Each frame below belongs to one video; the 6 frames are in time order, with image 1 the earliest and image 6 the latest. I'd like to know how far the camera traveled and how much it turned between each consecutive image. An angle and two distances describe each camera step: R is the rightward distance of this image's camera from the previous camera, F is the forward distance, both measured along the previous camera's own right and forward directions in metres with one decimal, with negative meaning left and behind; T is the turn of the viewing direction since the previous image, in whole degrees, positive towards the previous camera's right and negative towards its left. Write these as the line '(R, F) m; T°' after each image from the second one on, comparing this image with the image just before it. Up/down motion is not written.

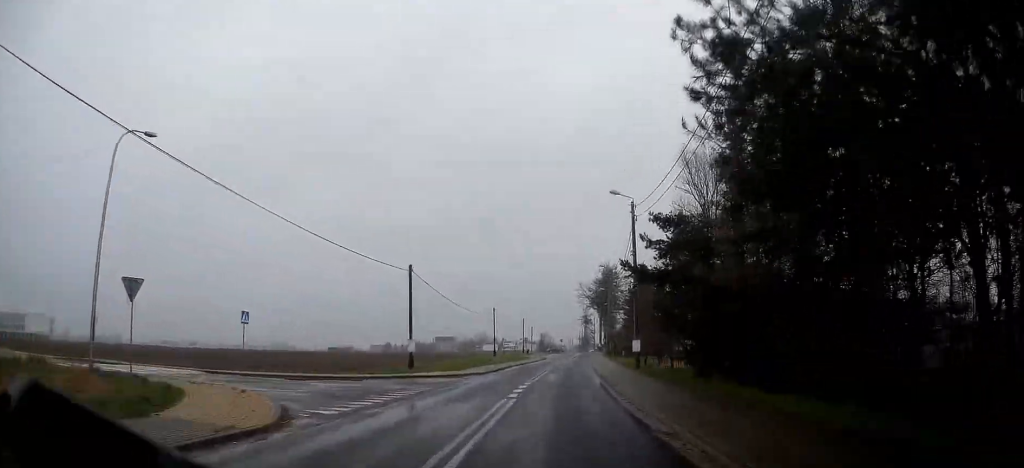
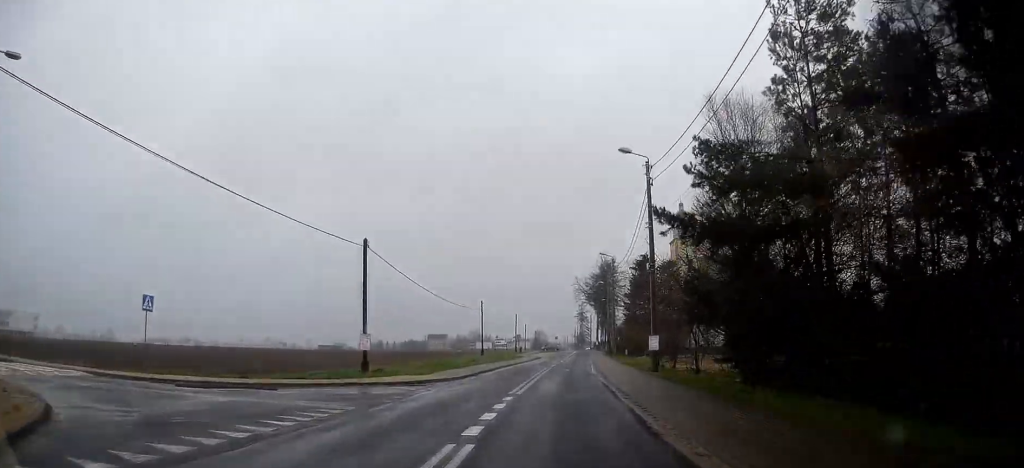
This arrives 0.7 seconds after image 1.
(0.0, +7.7) m; 0°
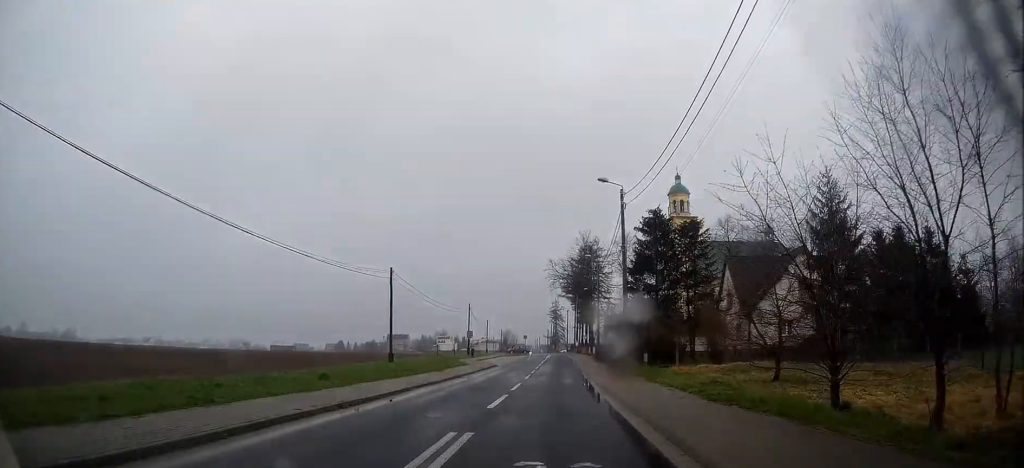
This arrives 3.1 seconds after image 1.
(+0.3, +28.2) m; +2°
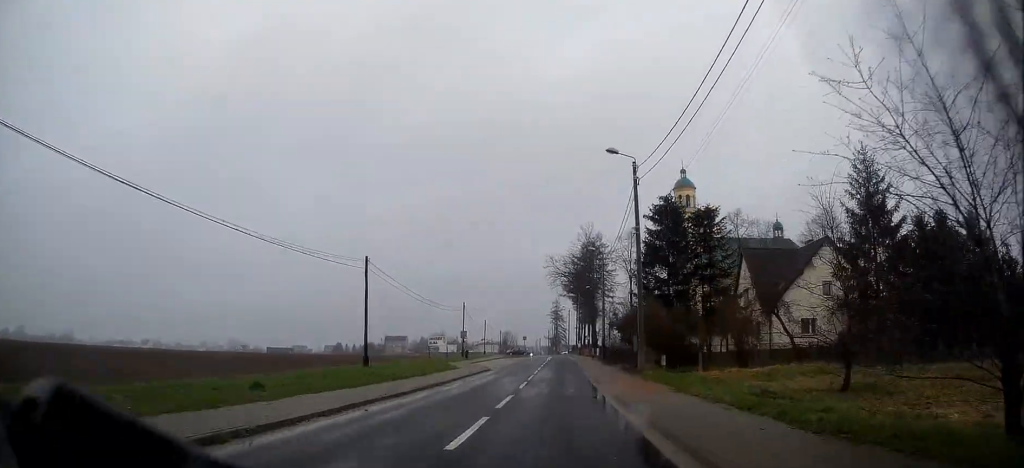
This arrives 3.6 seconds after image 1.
(+0.1, +5.5) m; 0°
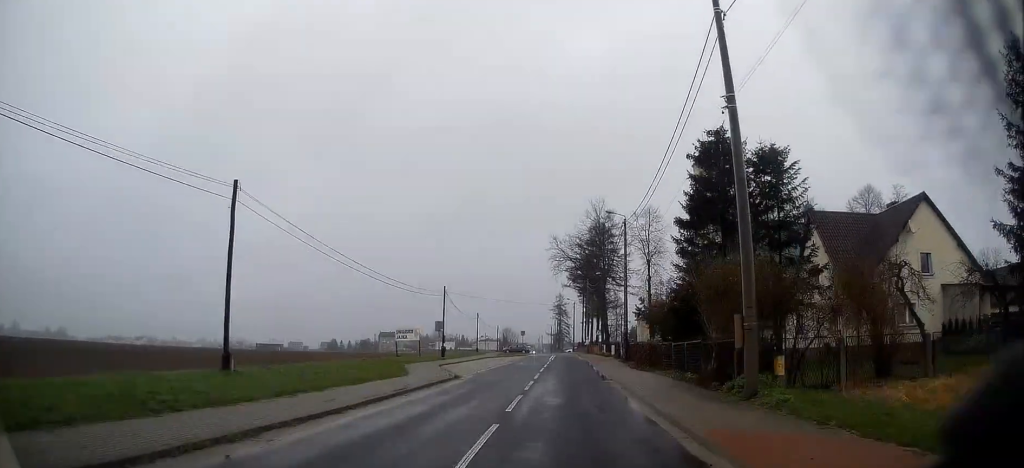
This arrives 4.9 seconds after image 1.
(0.0, +15.3) m; 0°
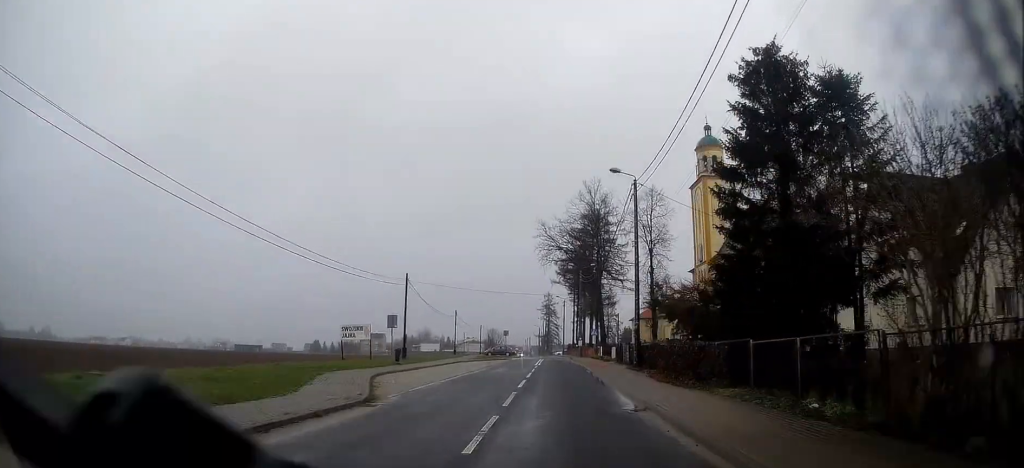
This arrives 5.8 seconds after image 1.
(0.0, +11.0) m; +1°
